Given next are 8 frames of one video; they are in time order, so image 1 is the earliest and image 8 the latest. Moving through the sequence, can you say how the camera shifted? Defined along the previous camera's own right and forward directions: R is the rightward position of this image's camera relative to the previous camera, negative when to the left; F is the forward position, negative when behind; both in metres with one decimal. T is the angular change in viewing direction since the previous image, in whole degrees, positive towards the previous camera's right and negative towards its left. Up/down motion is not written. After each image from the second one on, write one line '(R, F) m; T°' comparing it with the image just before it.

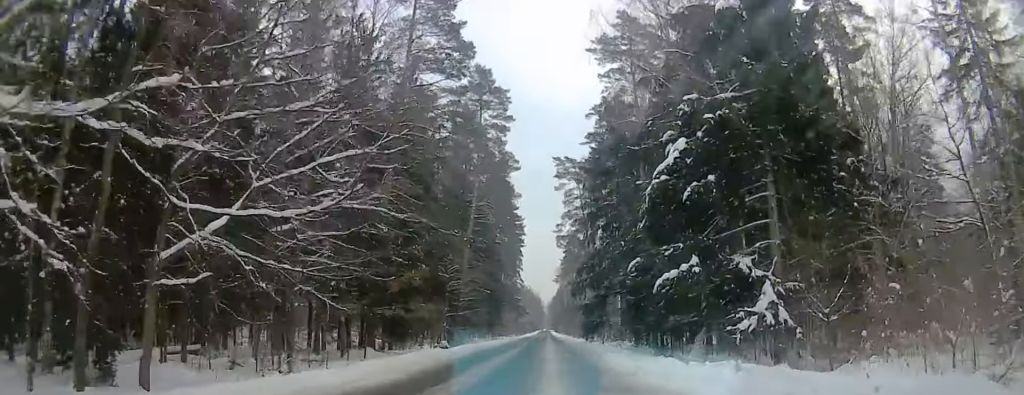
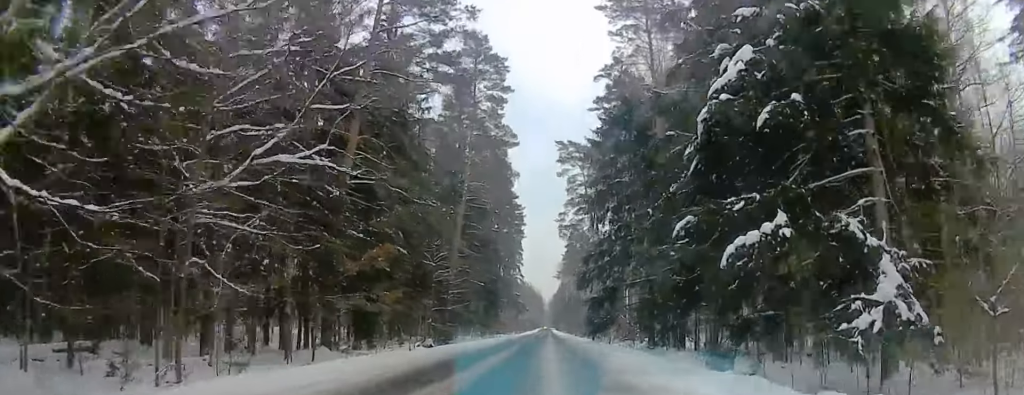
(-0.4, +8.9) m; 0°
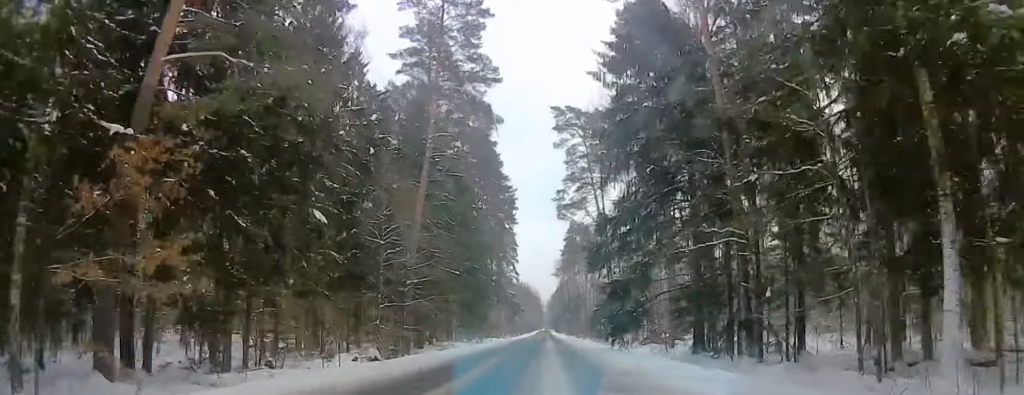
(+0.7, +18.1) m; +2°
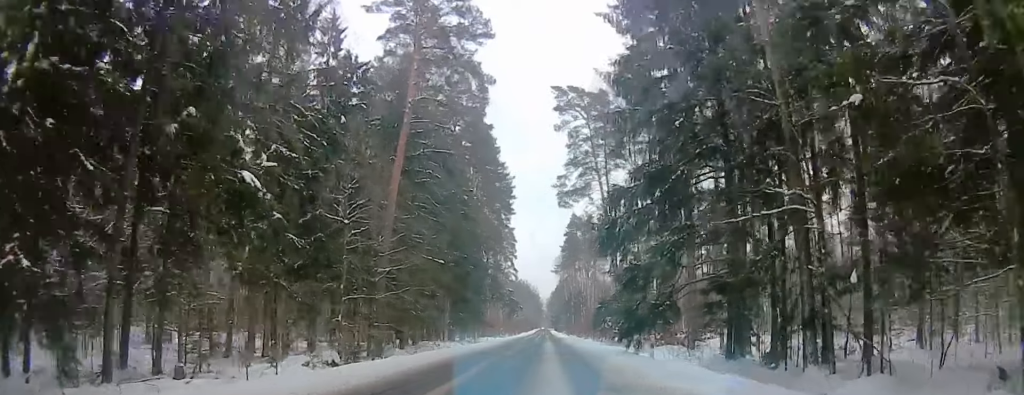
(0.0, +7.6) m; -1°
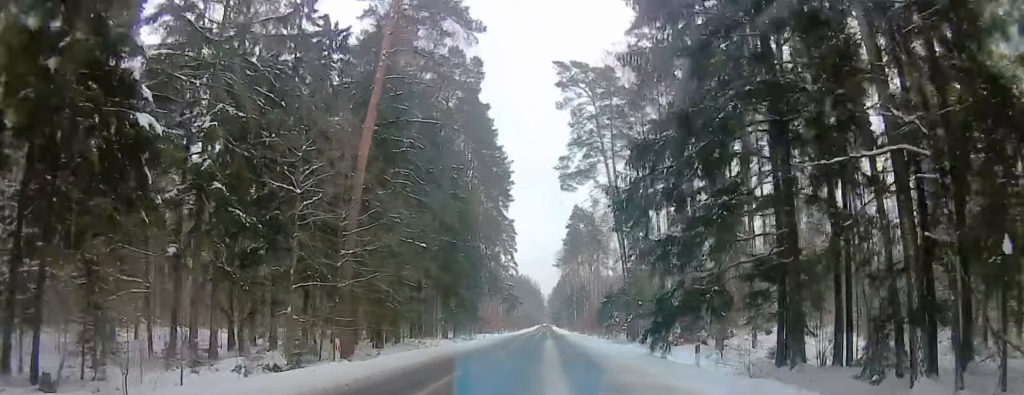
(+0.2, +7.0) m; -1°
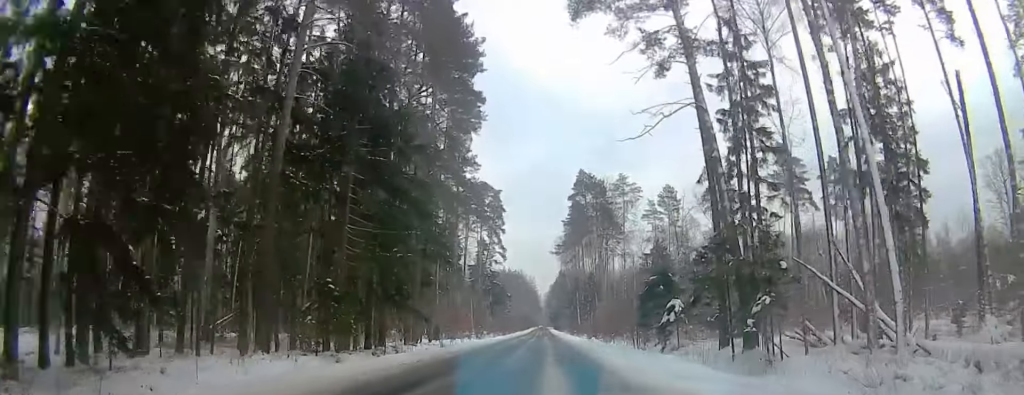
(+0.3, +38.2) m; +2°
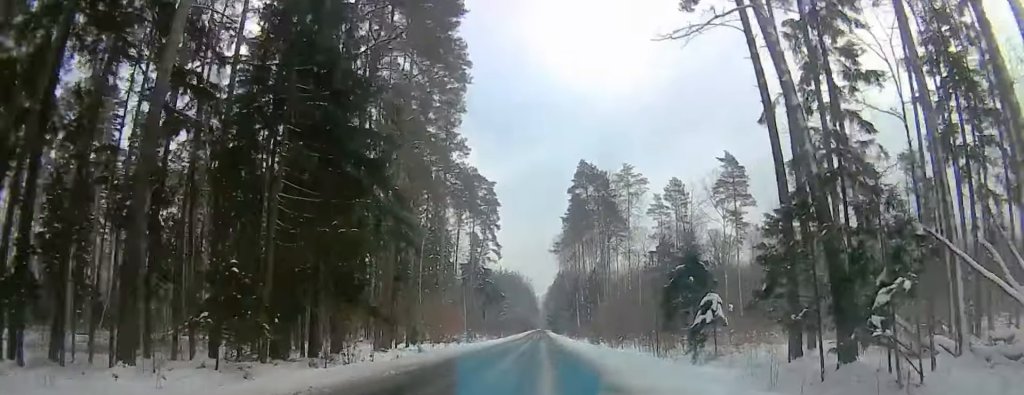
(+0.1, +9.1) m; -1°
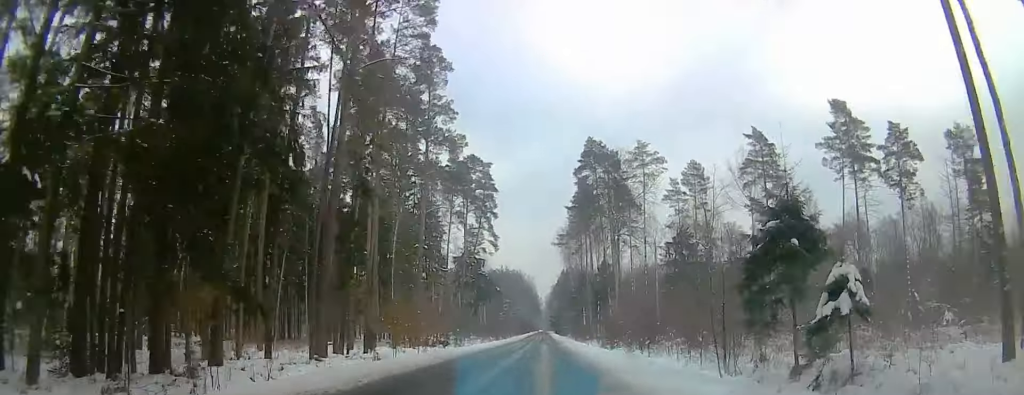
(-0.4, +12.9) m; -1°
